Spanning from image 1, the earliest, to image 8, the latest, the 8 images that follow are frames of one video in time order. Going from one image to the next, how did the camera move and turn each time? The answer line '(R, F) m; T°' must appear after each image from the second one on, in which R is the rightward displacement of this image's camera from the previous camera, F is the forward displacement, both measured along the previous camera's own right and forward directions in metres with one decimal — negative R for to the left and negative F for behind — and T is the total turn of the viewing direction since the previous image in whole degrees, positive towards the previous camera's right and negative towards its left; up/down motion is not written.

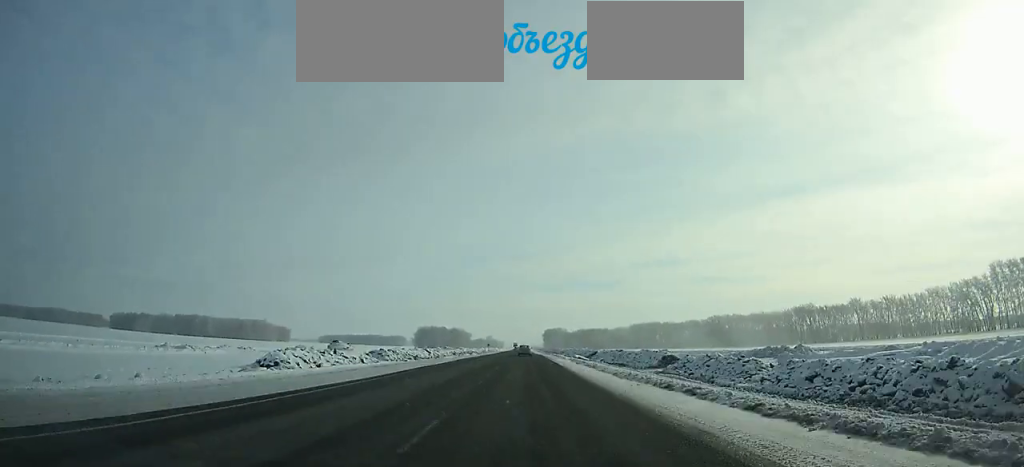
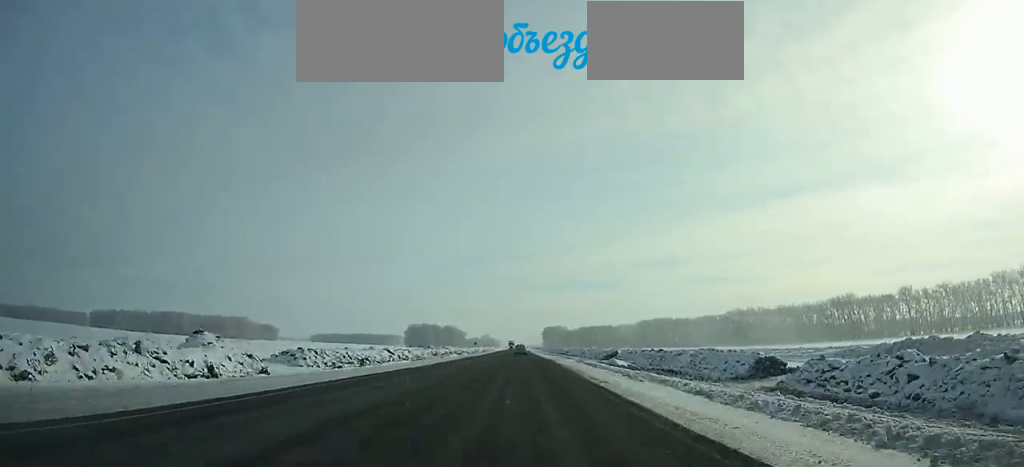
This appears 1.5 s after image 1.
(0.0, +39.1) m; 0°
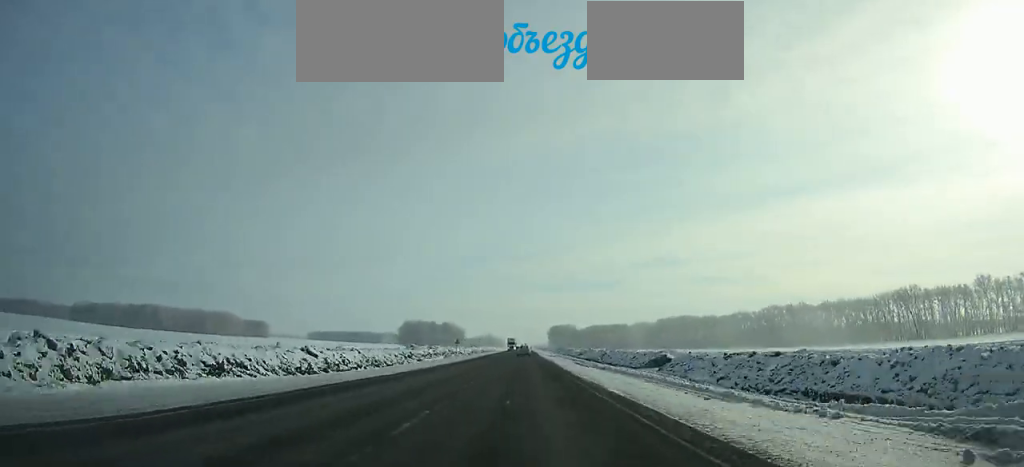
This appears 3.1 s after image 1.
(0.0, +41.7) m; 0°
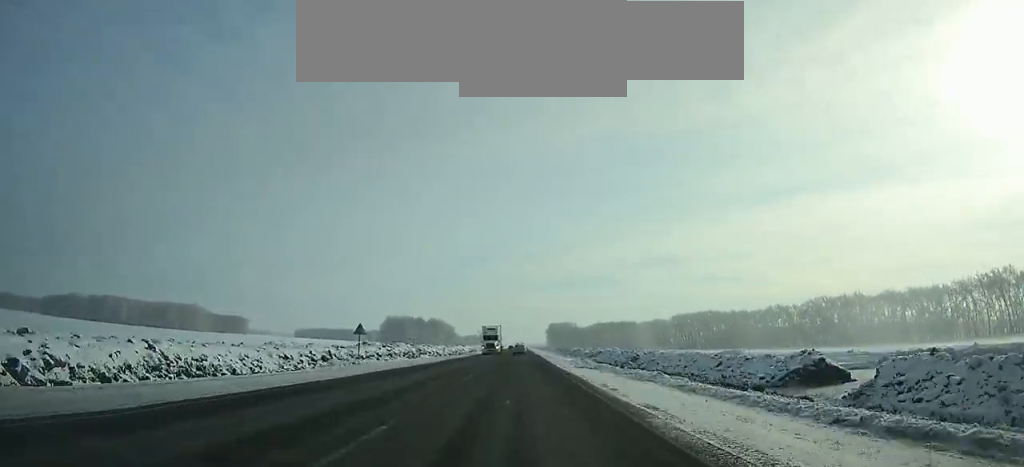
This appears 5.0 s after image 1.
(0.0, +49.3) m; 0°
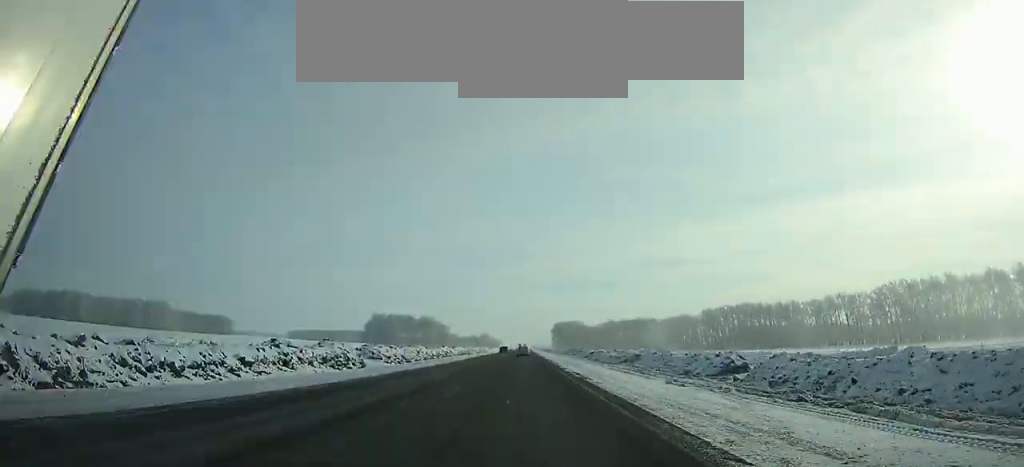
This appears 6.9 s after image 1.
(0.0, +49.2) m; 0°
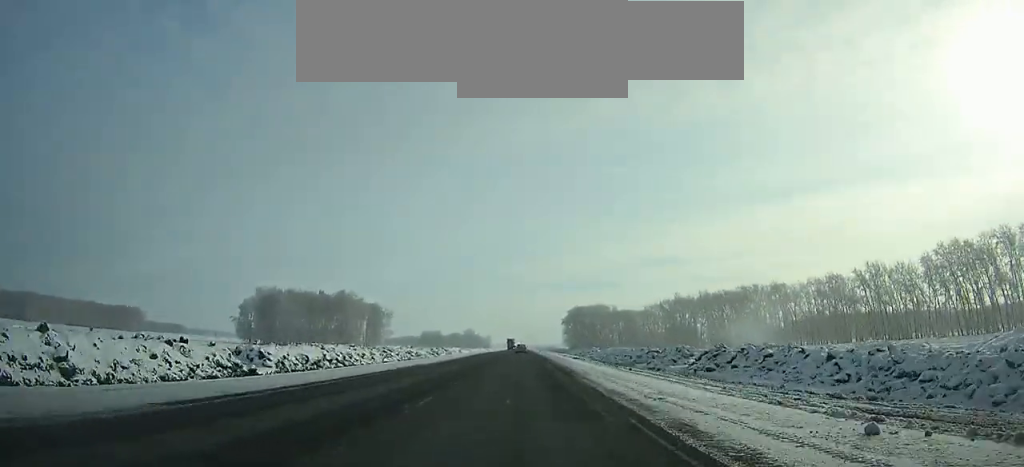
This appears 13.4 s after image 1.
(+0.2, +167.3) m; 0°
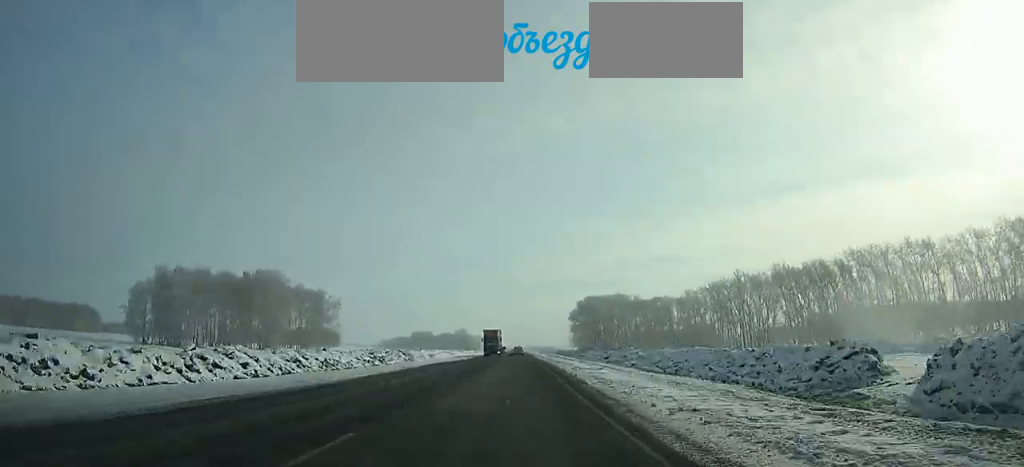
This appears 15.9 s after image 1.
(+0.1, +64.7) m; 0°
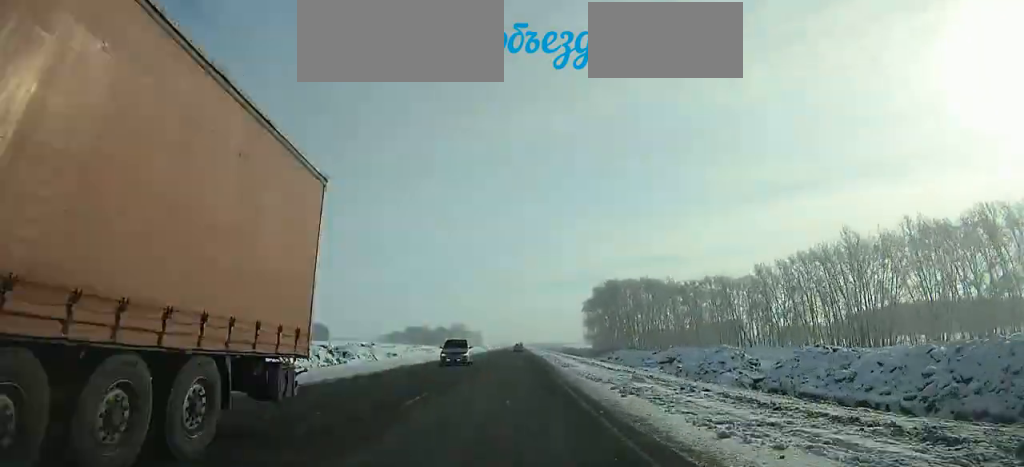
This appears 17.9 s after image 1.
(-0.3, +52.4) m; 0°
